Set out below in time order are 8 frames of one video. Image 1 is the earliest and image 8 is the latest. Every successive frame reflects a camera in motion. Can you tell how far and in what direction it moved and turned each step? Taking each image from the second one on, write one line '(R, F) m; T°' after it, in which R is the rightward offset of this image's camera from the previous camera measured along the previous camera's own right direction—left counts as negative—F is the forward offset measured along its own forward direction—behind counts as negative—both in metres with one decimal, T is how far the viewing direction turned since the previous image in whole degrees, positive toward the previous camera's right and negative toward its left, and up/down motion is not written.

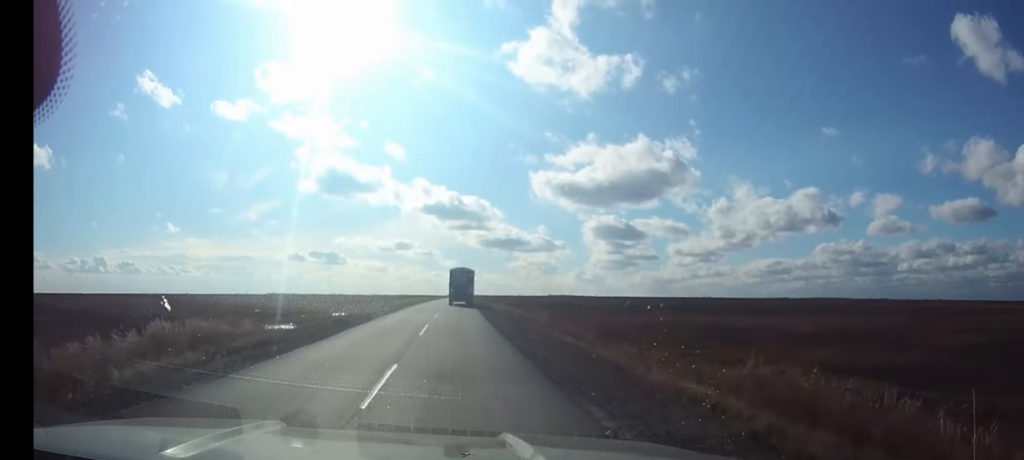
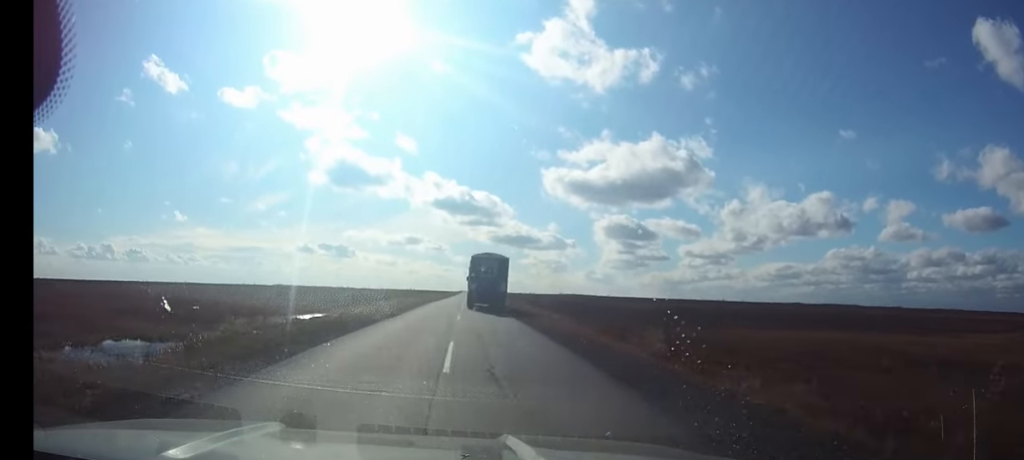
(-0.2, +37.8) m; 0°
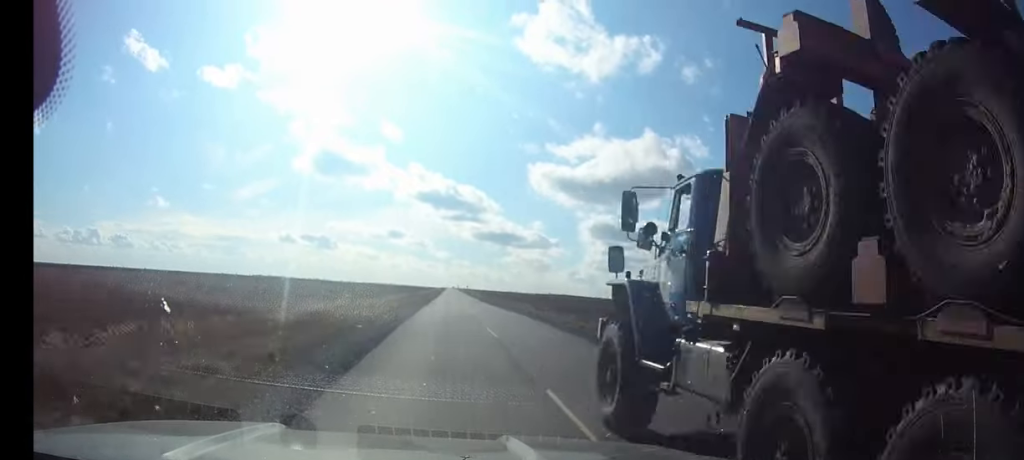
(+1.2, +90.2) m; +2°
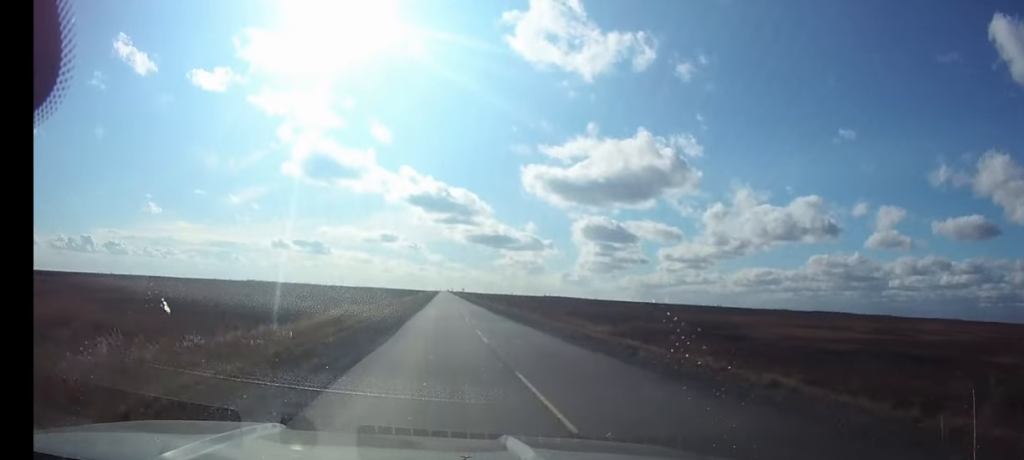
(+0.2, +25.7) m; 0°
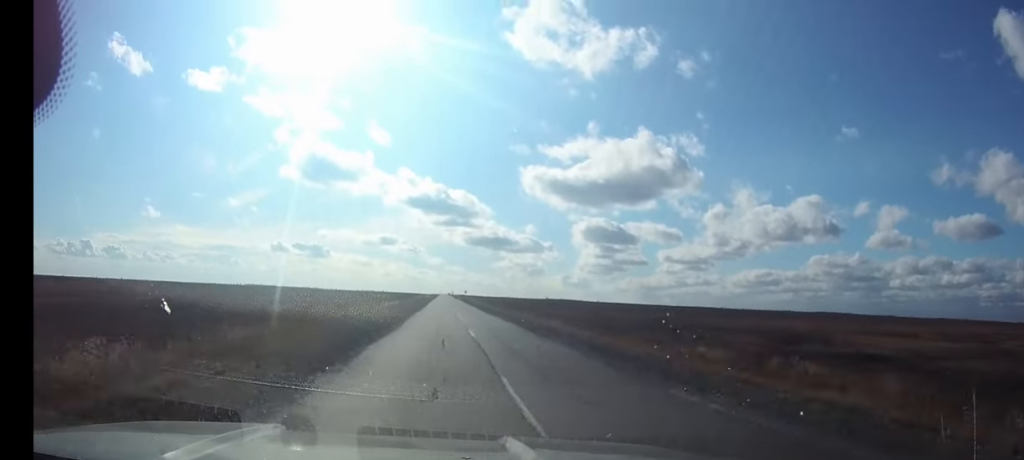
(0.0, +24.0) m; 0°
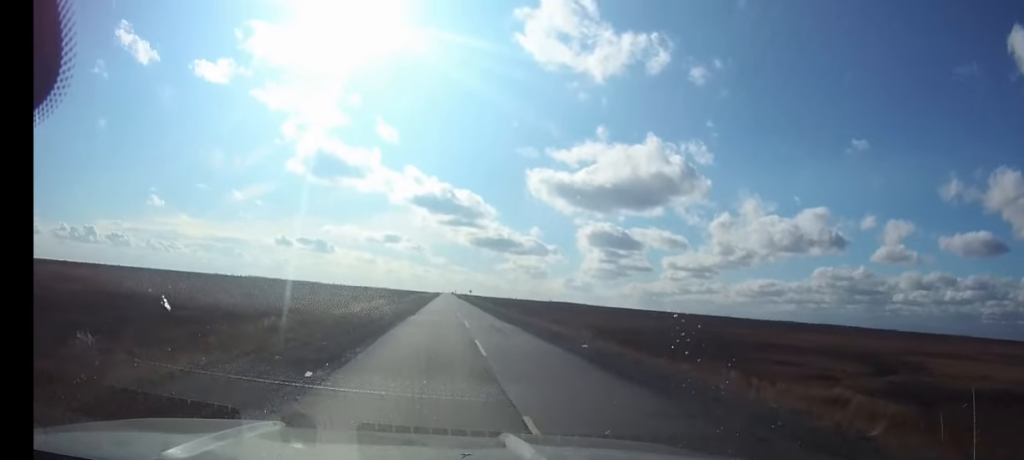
(0.0, +16.3) m; 0°
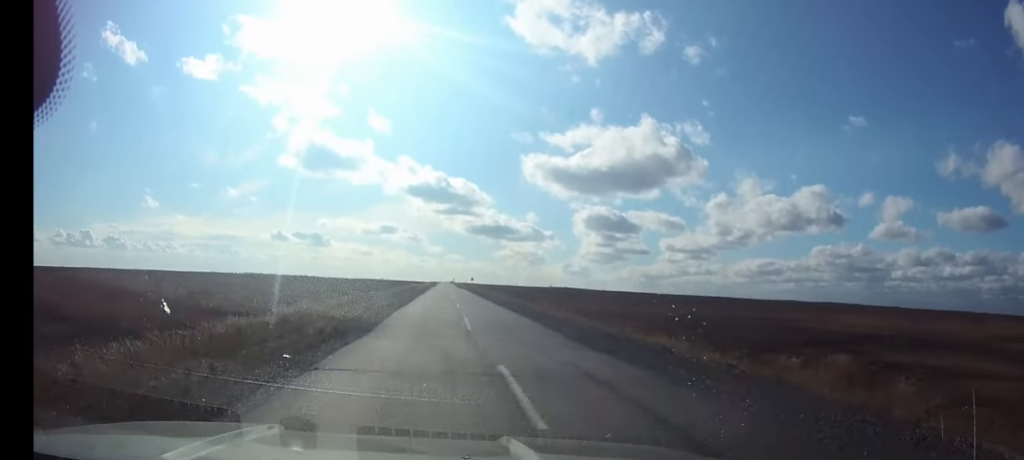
(0.0, +21.3) m; 0°
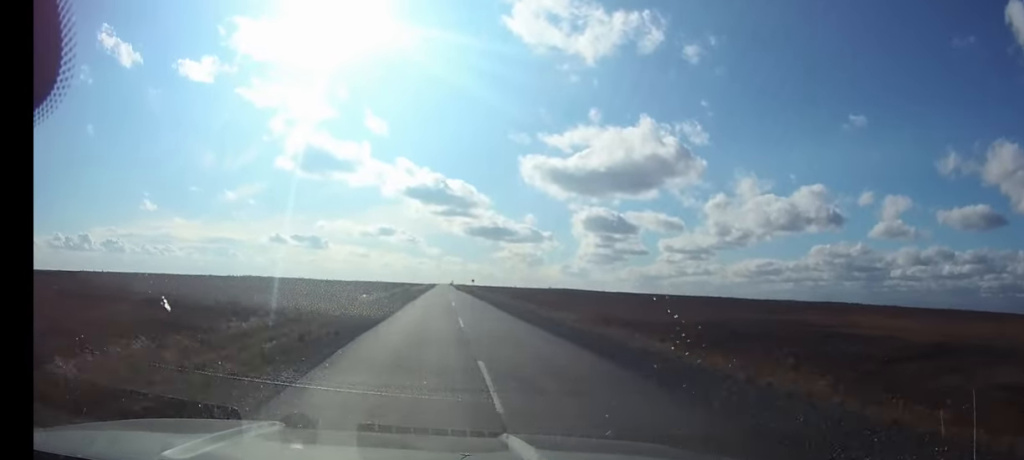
(+0.1, +12.8) m; 0°
